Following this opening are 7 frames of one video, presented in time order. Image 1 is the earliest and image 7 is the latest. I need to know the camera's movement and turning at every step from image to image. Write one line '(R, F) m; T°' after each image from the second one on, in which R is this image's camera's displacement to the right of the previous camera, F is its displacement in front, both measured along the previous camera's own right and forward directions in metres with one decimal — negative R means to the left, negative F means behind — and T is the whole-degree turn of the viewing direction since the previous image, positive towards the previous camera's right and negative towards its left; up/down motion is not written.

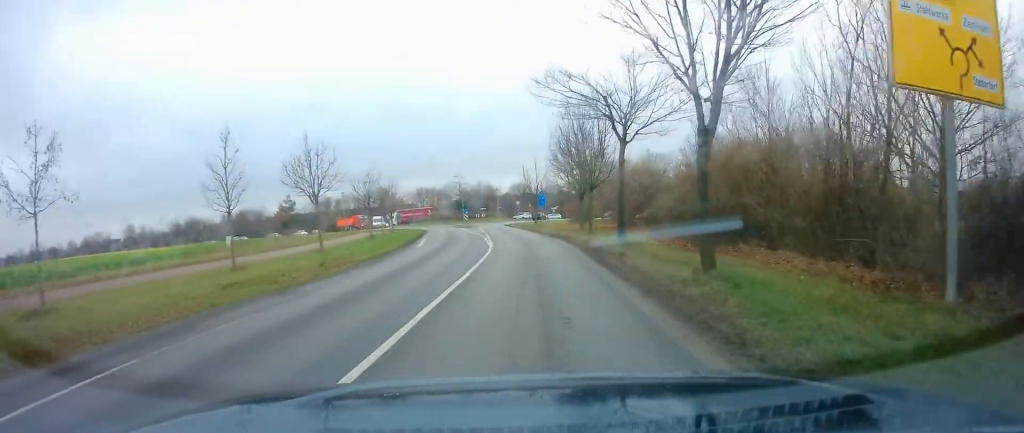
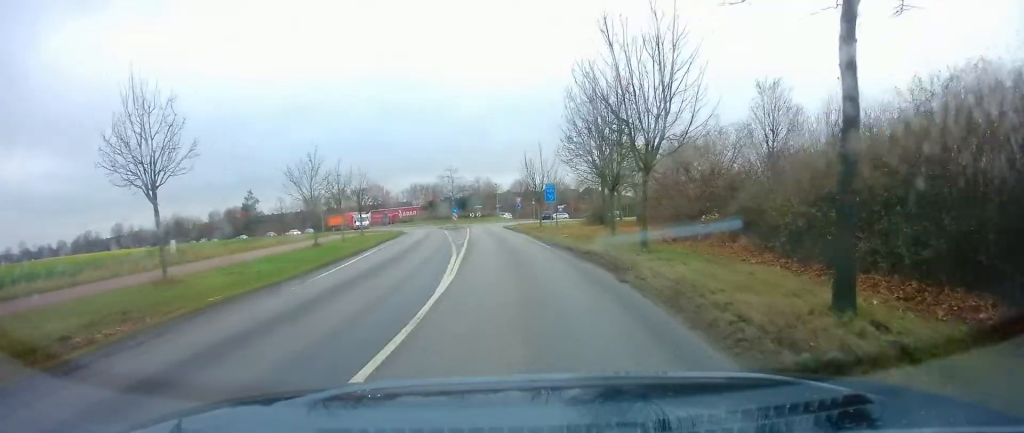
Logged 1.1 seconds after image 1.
(0.0, +14.3) m; 0°
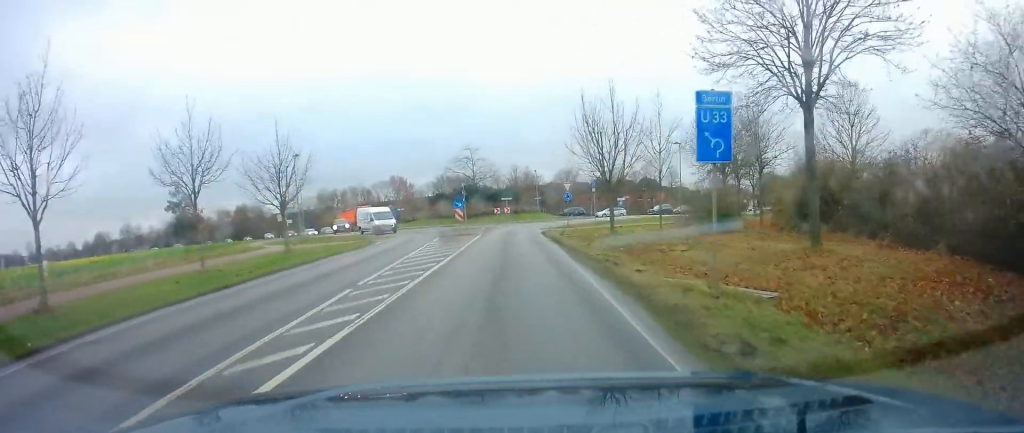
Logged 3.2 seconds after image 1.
(-0.6, +25.9) m; -4°
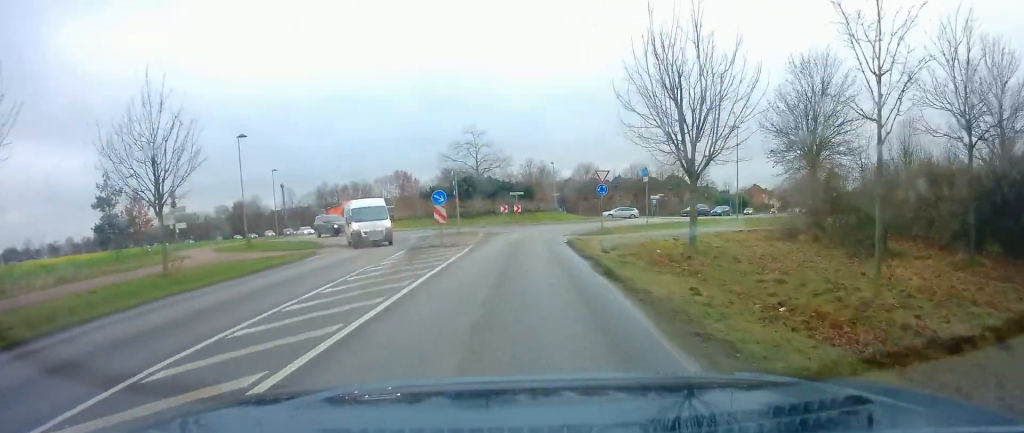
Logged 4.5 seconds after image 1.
(-0.3, +12.7) m; -1°
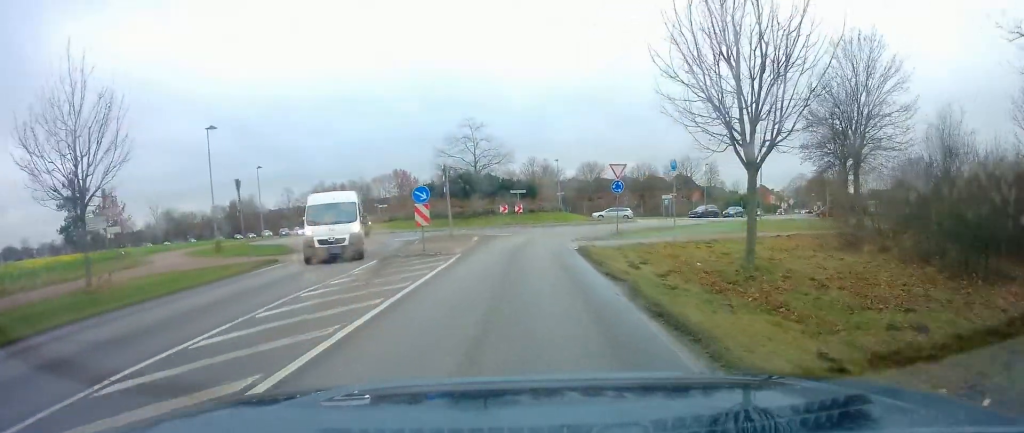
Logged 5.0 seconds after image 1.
(0.0, +4.4) m; +1°
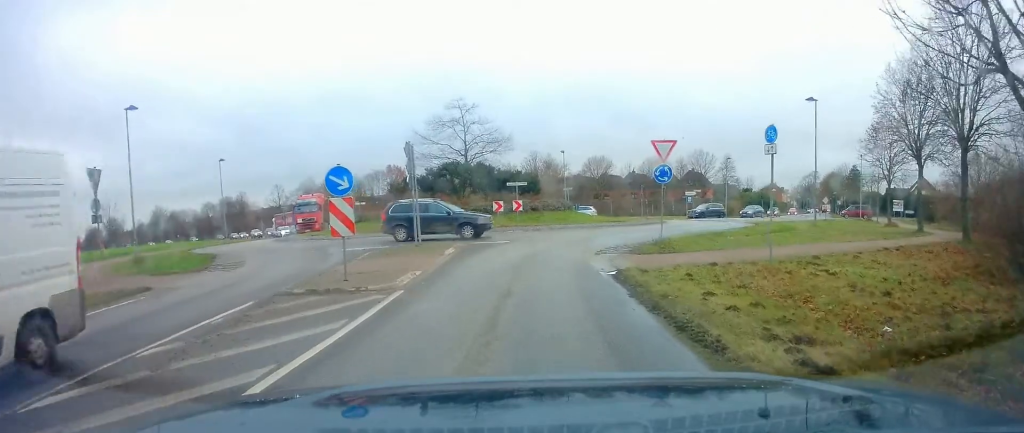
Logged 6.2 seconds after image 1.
(+0.3, +8.5) m; +1°
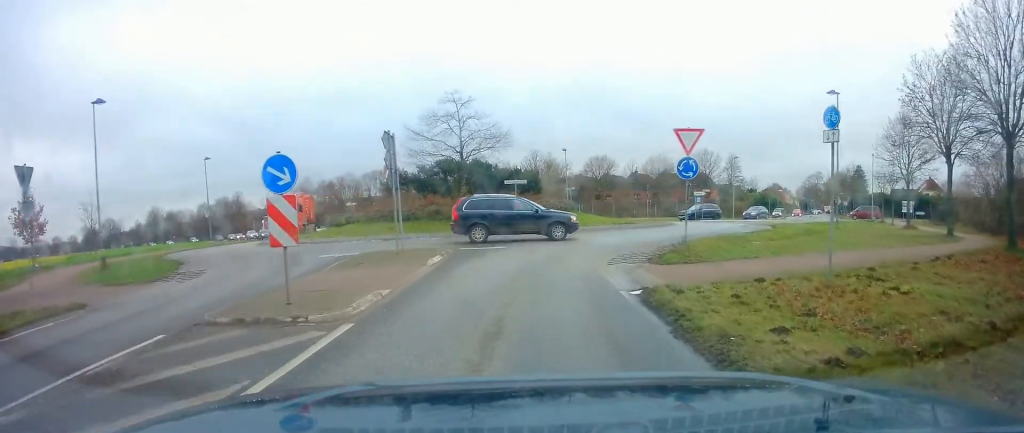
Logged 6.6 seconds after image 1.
(0.0, +2.9) m; -1°
